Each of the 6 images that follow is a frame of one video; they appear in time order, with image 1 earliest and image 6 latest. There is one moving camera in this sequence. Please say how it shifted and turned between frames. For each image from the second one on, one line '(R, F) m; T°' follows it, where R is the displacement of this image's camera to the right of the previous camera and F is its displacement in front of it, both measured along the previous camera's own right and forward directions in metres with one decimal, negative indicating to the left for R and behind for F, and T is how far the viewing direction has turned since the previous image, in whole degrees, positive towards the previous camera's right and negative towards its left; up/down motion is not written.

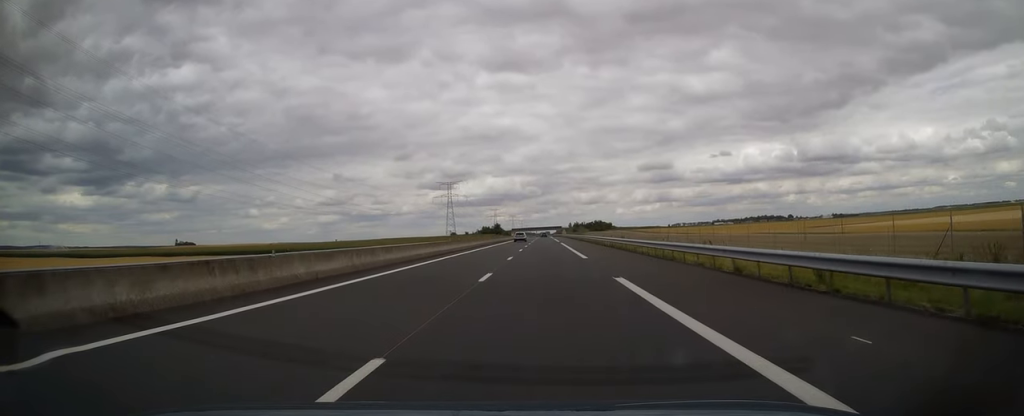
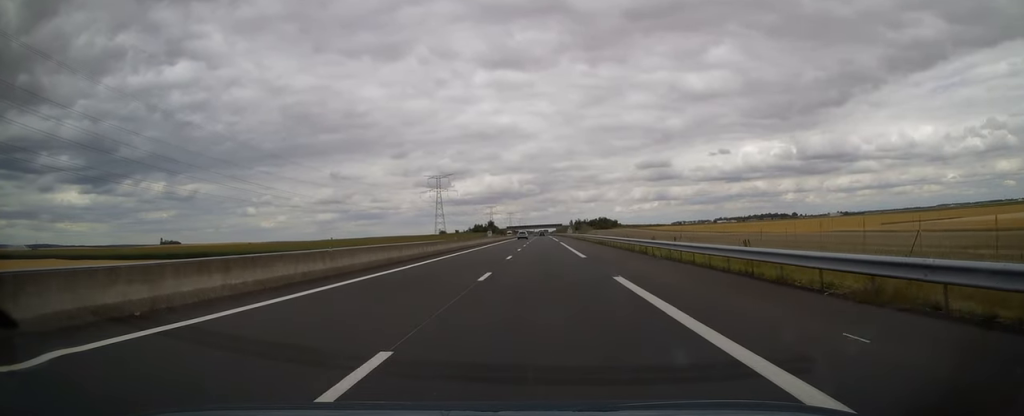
(+0.8, +51.2) m; +1°
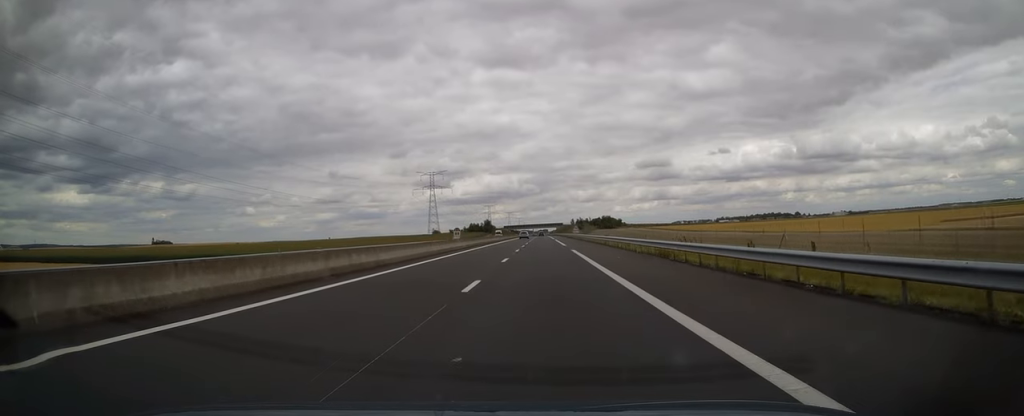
(-0.4, +28.7) m; -1°
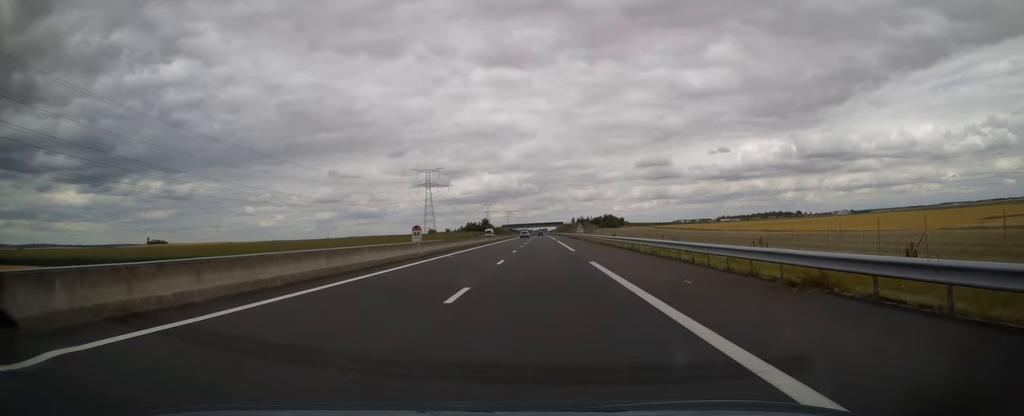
(0.0, +15.1) m; 0°
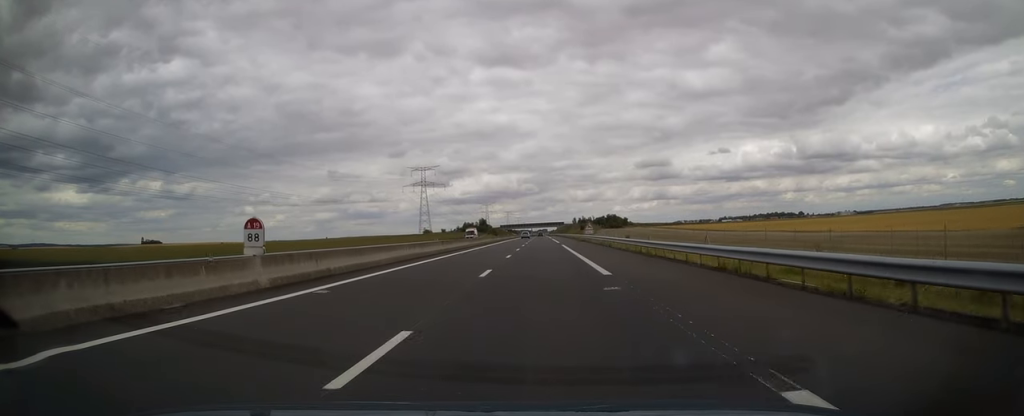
(0.0, +19.0) m; 0°
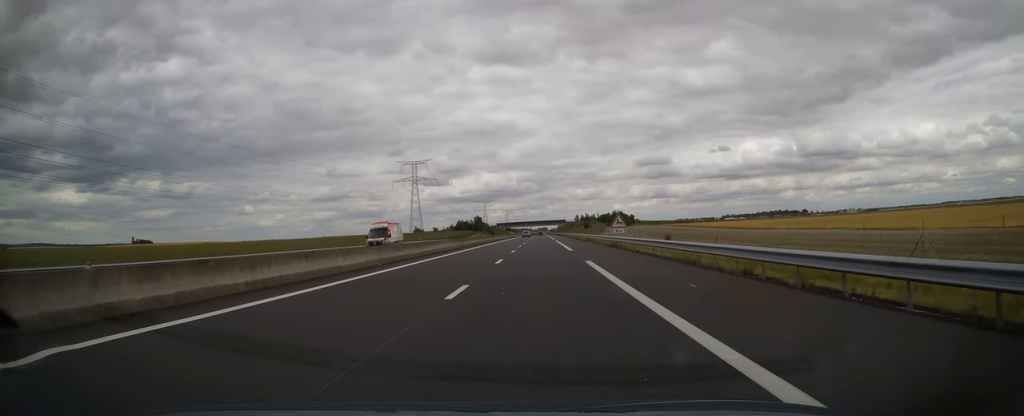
(0.0, +31.7) m; 0°
